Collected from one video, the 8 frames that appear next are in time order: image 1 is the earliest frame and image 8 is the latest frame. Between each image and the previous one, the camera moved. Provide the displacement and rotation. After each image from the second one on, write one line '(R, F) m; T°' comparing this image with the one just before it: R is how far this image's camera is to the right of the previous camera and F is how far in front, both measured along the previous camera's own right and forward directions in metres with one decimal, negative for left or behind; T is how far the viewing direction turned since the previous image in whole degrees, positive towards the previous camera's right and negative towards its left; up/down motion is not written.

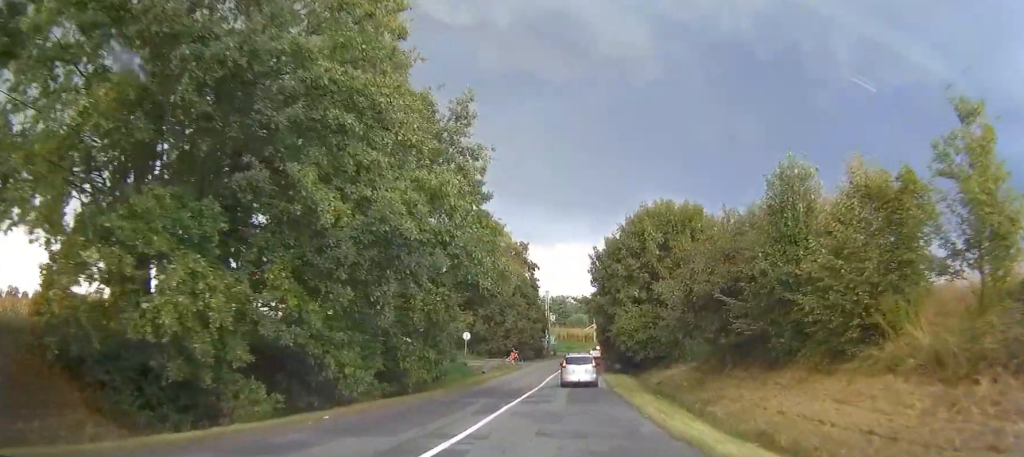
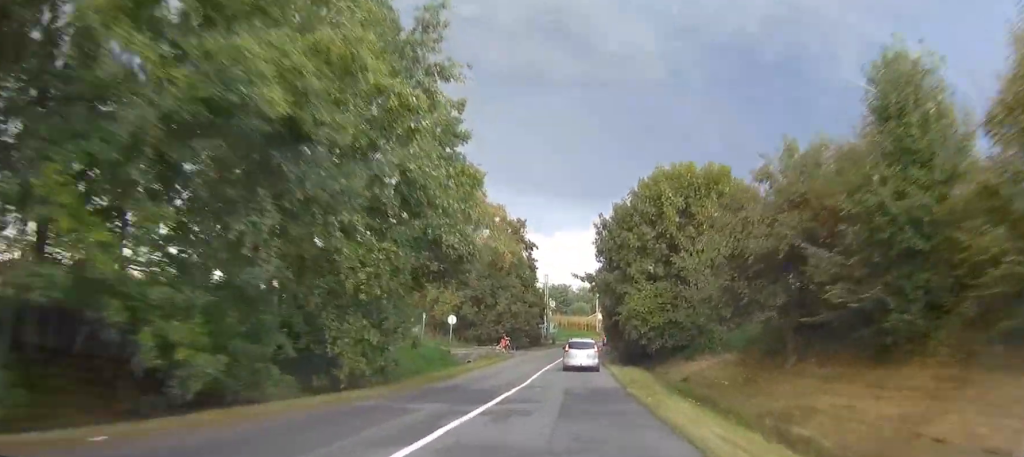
(0.0, +8.2) m; 0°
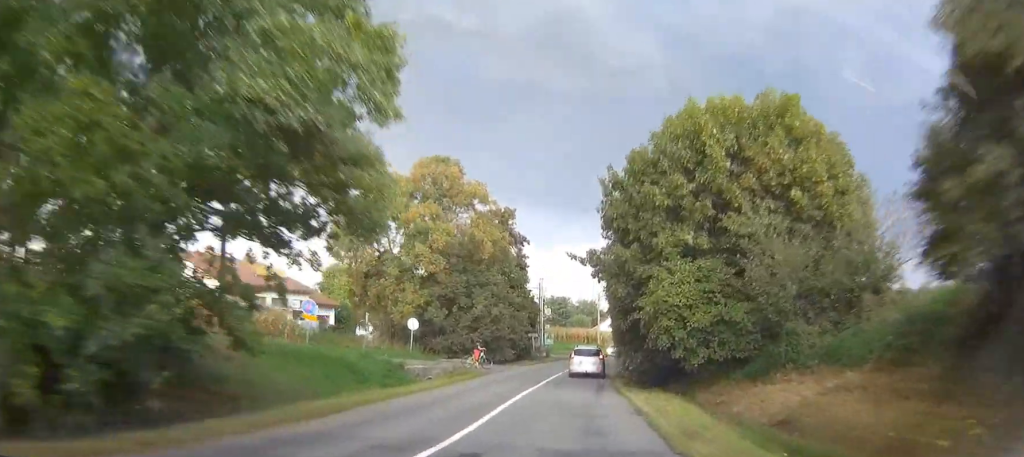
(0.0, +13.9) m; 0°
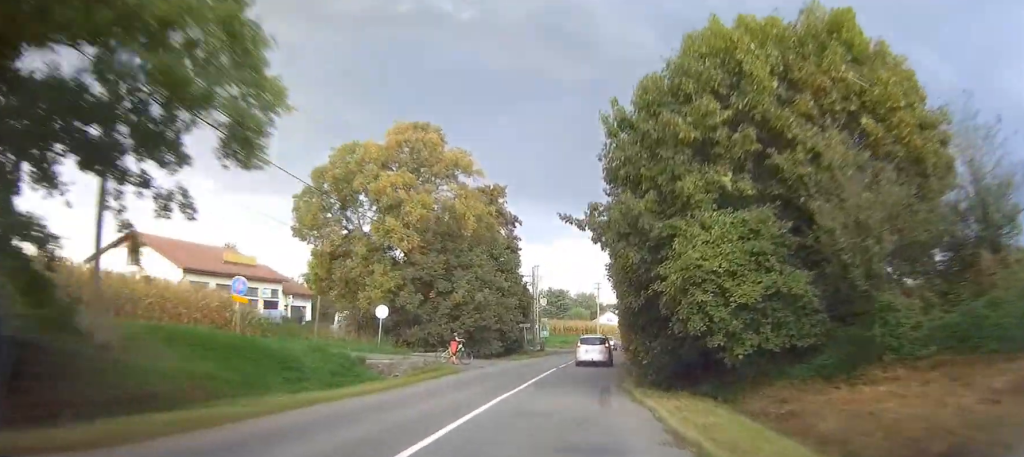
(0.0, +7.1) m; 0°
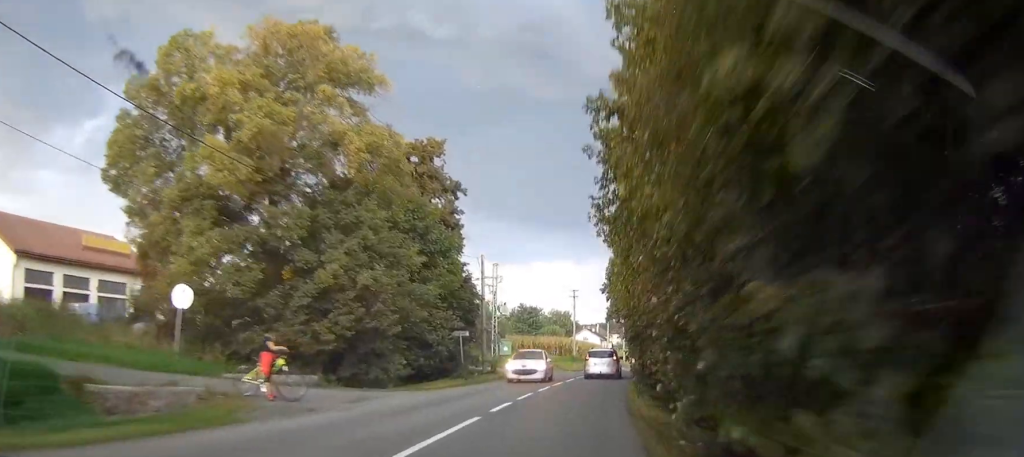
(+0.1, +19.4) m; +1°
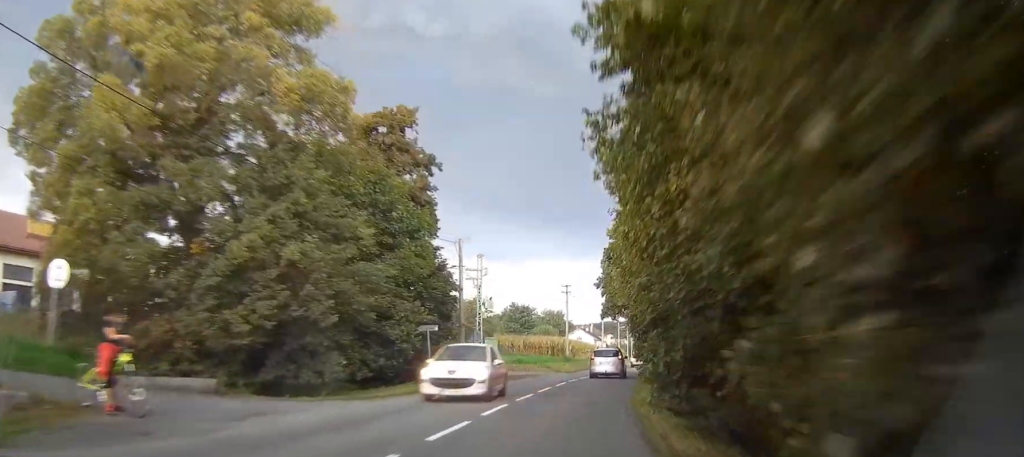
(0.0, +6.0) m; 0°
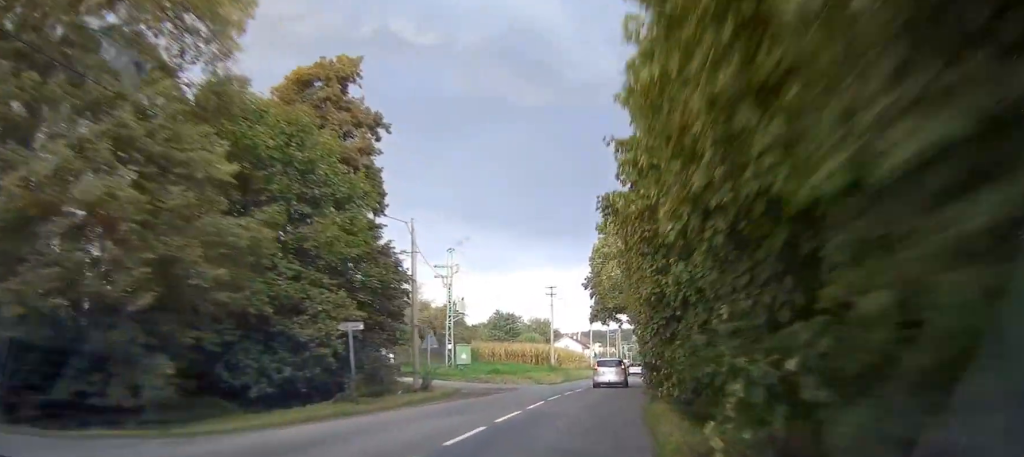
(0.0, +8.5) m; 0°
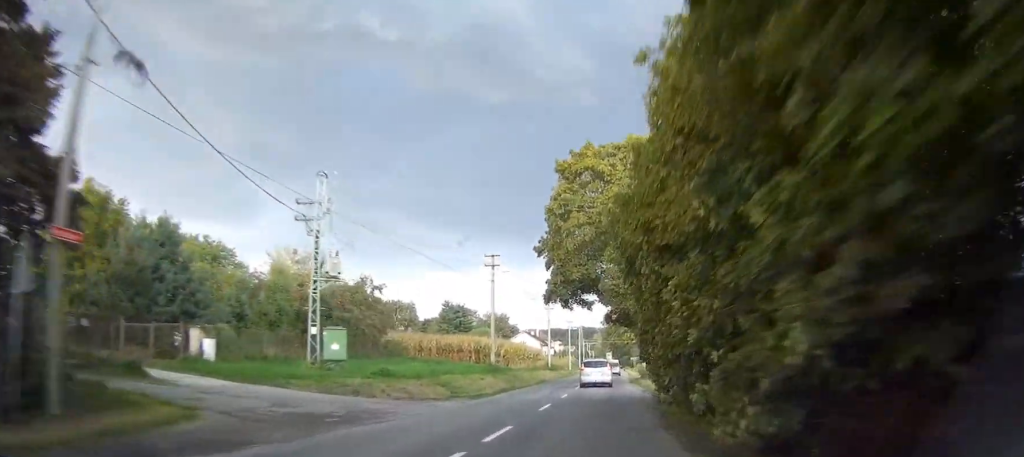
(+0.3, +21.5) m; +3°
